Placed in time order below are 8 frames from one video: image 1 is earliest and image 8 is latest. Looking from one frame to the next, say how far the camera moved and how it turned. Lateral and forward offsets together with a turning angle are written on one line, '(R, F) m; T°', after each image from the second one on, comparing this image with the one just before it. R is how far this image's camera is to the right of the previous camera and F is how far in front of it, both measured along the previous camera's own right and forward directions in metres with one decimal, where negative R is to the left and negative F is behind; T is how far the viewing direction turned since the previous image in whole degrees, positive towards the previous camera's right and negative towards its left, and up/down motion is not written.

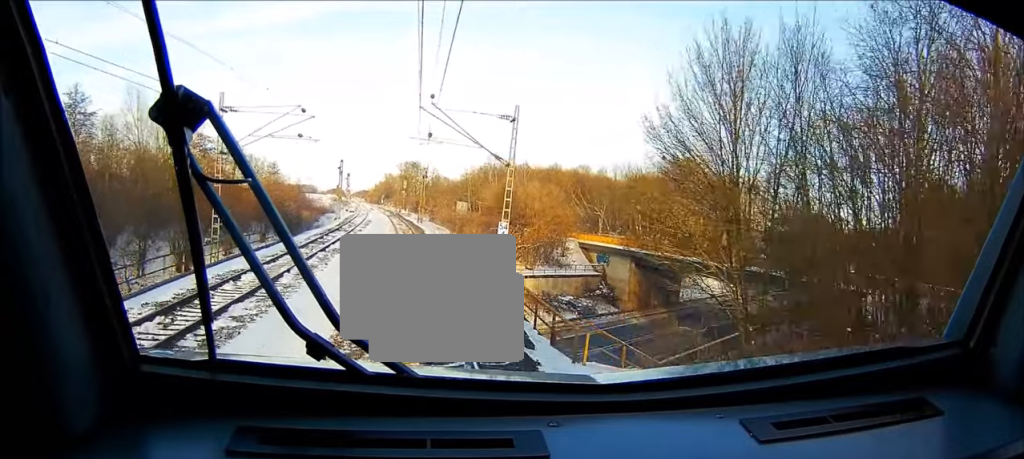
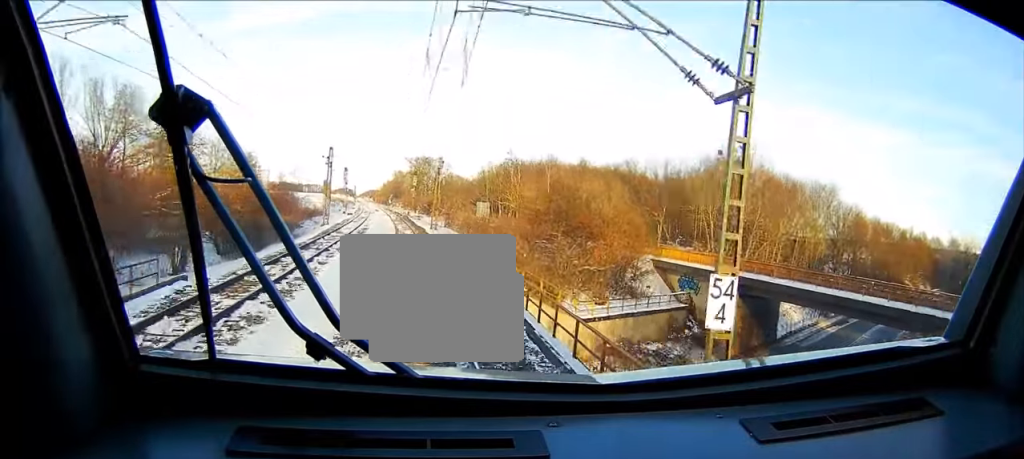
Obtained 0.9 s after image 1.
(-0.1, +22.7) m; -1°
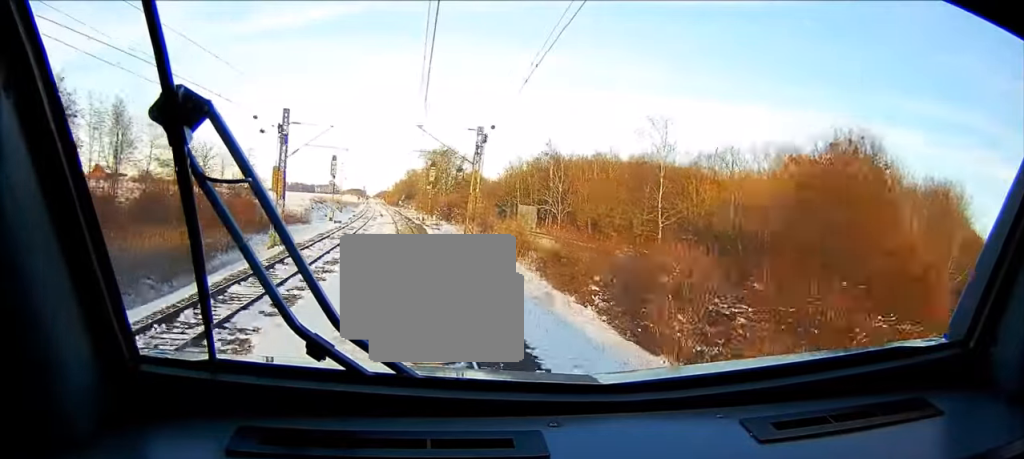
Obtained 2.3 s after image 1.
(-0.3, +32.9) m; -1°
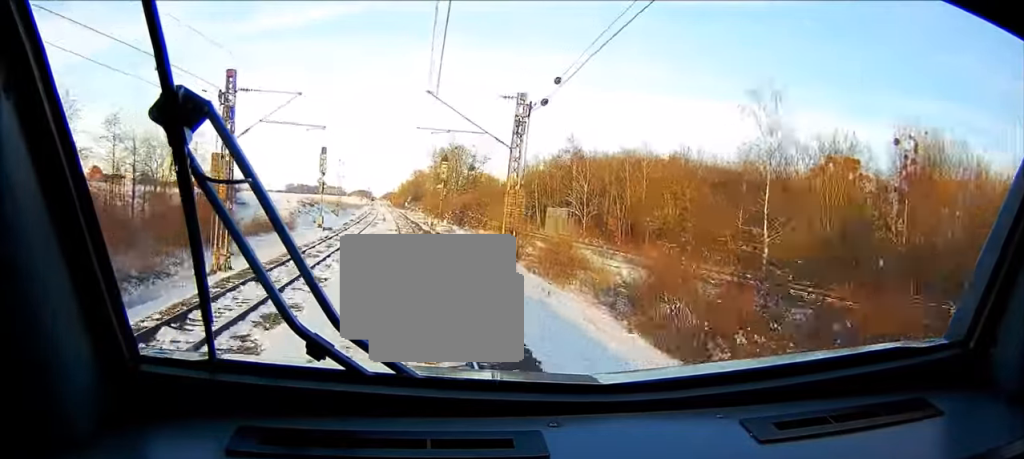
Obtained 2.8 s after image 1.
(0.0, +14.2) m; 0°
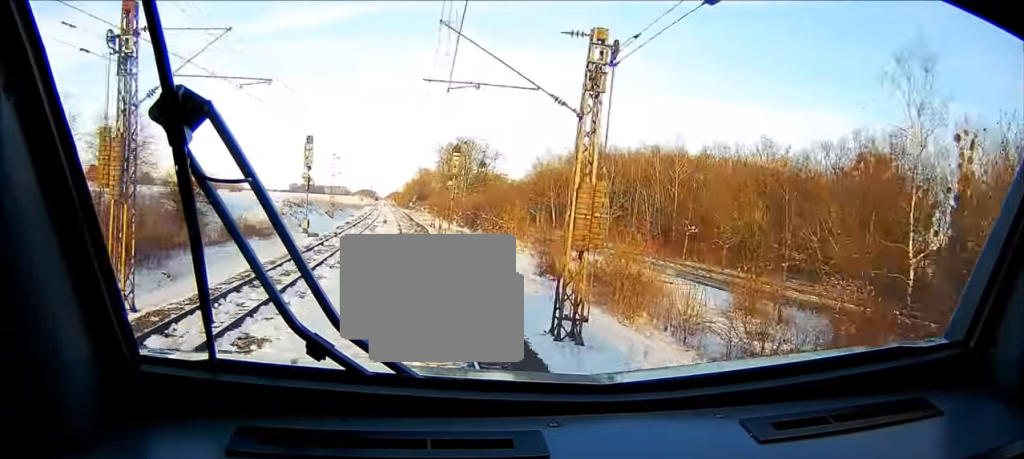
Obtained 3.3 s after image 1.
(-0.1, +10.9) m; -1°
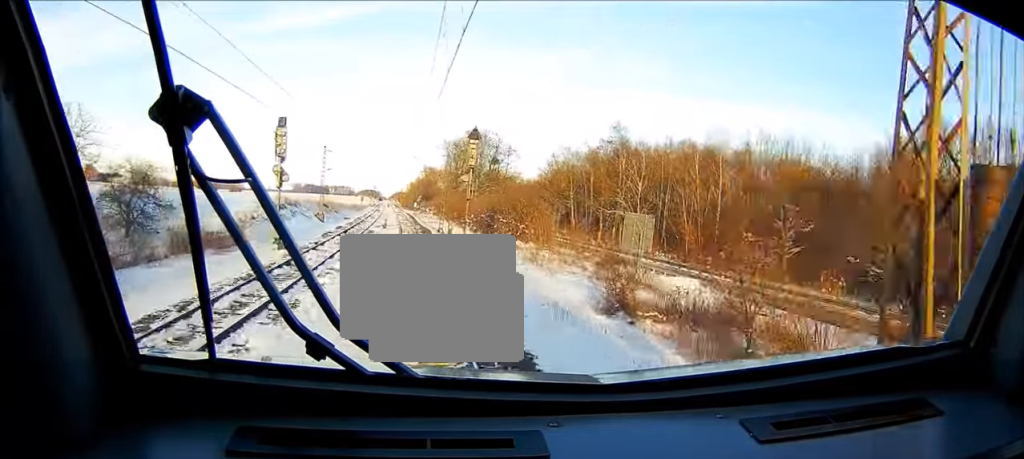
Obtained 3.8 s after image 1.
(0.0, +12.7) m; -1°
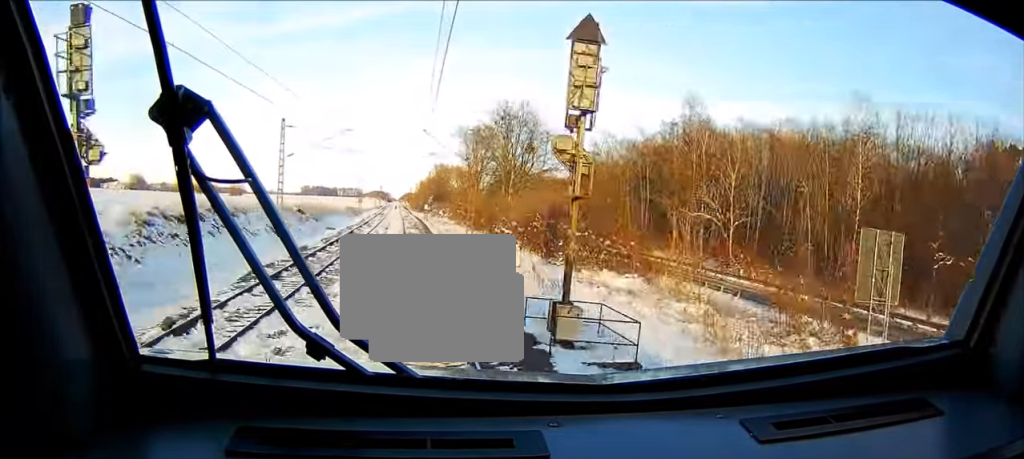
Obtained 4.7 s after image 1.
(-0.2, +24.9) m; -1°
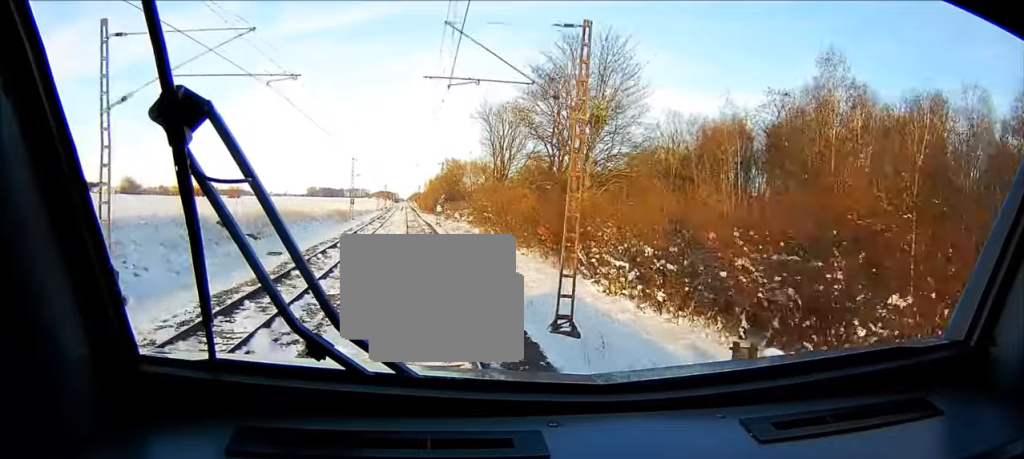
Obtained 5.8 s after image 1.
(-0.1, +27.9) m; -1°
